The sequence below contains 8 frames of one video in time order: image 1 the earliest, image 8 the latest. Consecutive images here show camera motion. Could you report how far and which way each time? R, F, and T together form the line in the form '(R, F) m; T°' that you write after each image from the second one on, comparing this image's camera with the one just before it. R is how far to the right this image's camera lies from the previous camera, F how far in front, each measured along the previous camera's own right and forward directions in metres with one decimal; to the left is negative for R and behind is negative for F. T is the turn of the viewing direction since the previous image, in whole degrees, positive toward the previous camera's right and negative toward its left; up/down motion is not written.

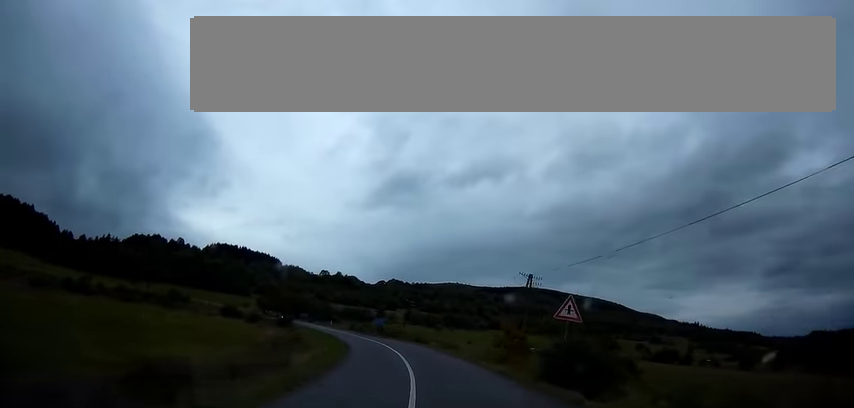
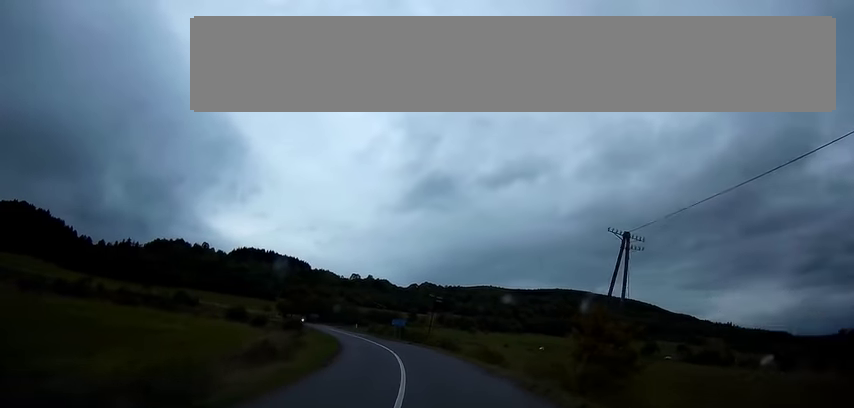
(-0.4, +13.1) m; -3°
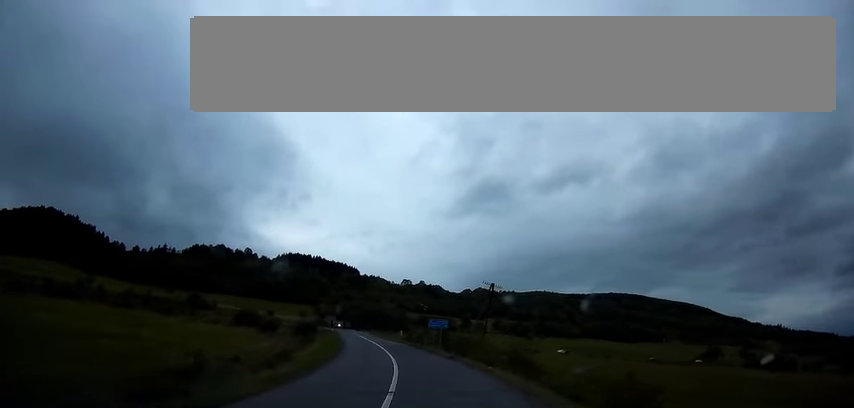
(-0.6, +19.0) m; -5°
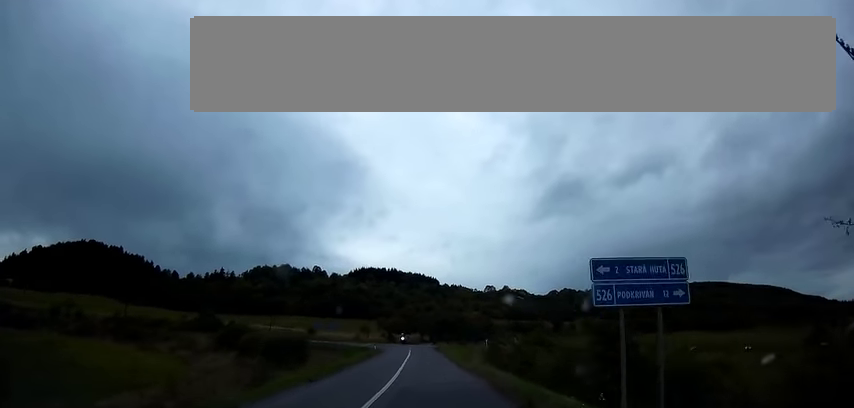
(-2.7, +32.0) m; -11°
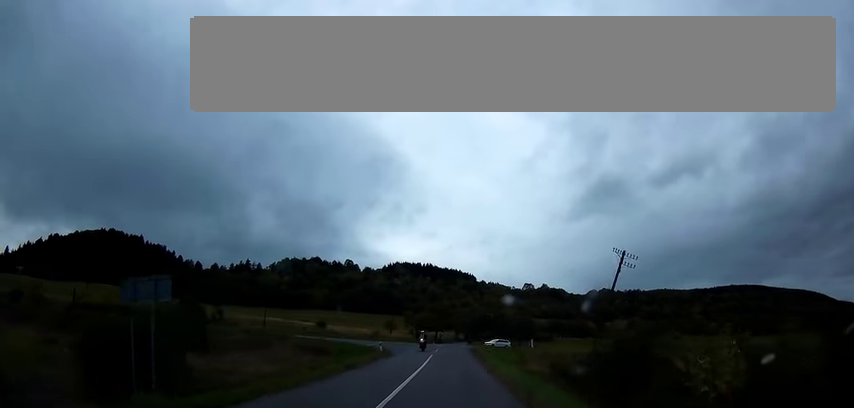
(-1.5, +19.5) m; -6°
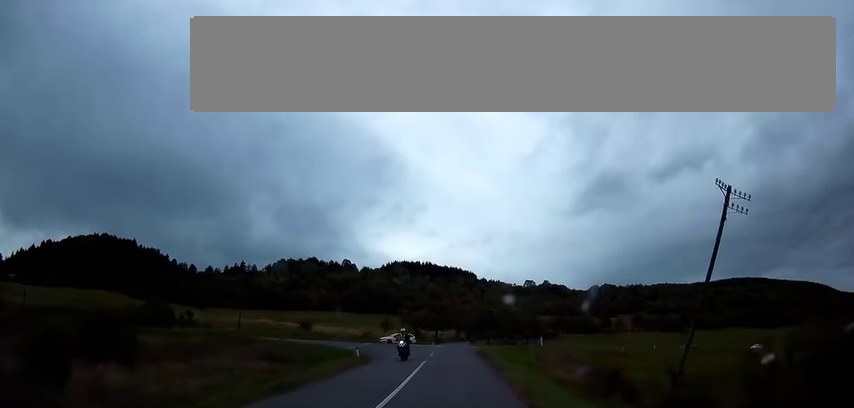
(-0.3, +9.6) m; -2°
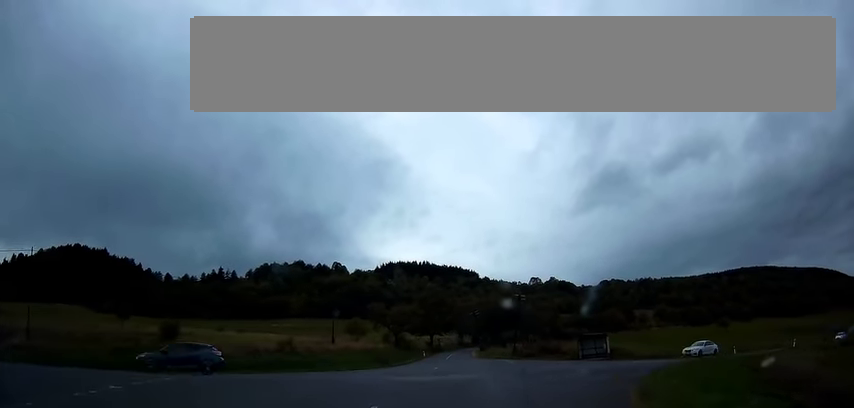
(-0.9, +42.1) m; -2°
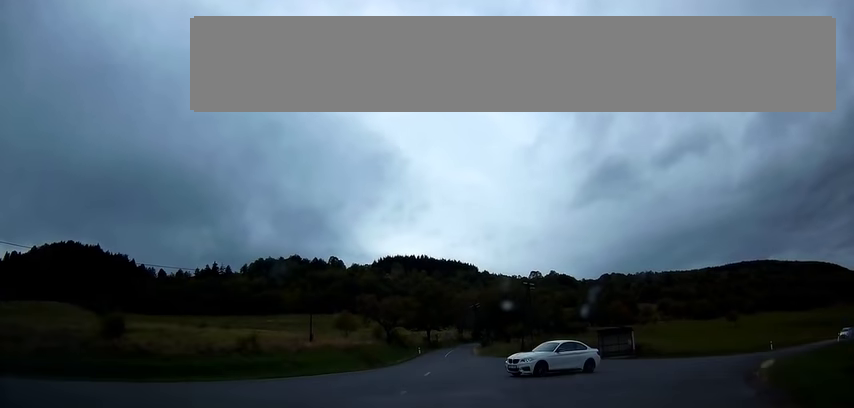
(-0.1, +10.3) m; -1°
